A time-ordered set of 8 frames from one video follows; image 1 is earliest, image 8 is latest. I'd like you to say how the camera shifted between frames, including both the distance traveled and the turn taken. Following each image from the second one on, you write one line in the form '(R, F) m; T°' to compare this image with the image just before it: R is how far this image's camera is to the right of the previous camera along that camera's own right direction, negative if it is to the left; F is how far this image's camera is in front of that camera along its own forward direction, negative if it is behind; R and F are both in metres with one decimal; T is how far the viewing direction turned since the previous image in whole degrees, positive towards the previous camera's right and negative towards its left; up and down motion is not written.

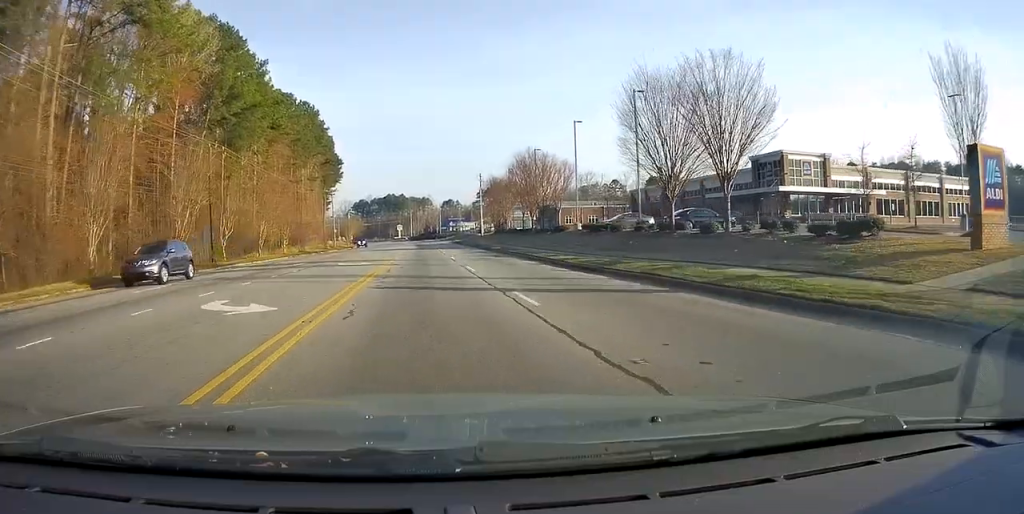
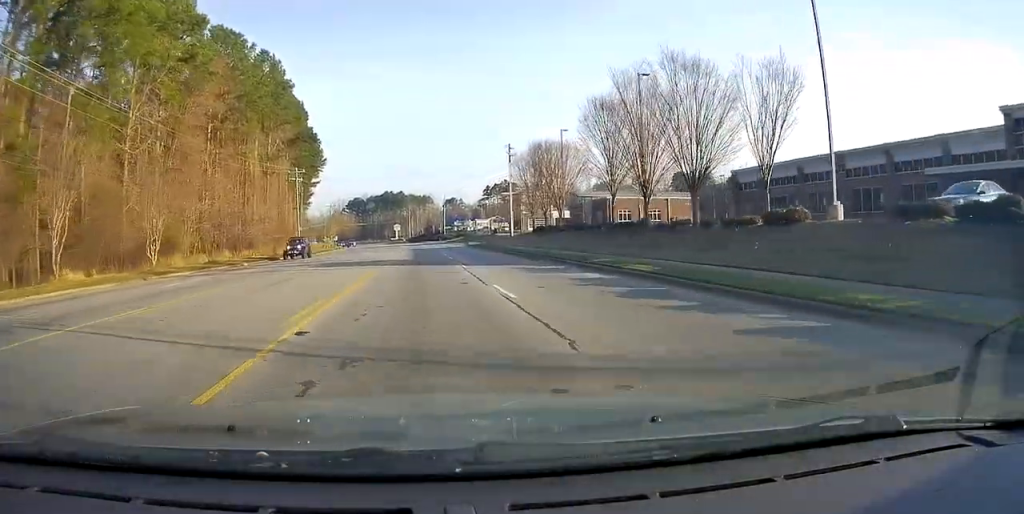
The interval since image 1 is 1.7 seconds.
(+1.1, +35.4) m; +2°
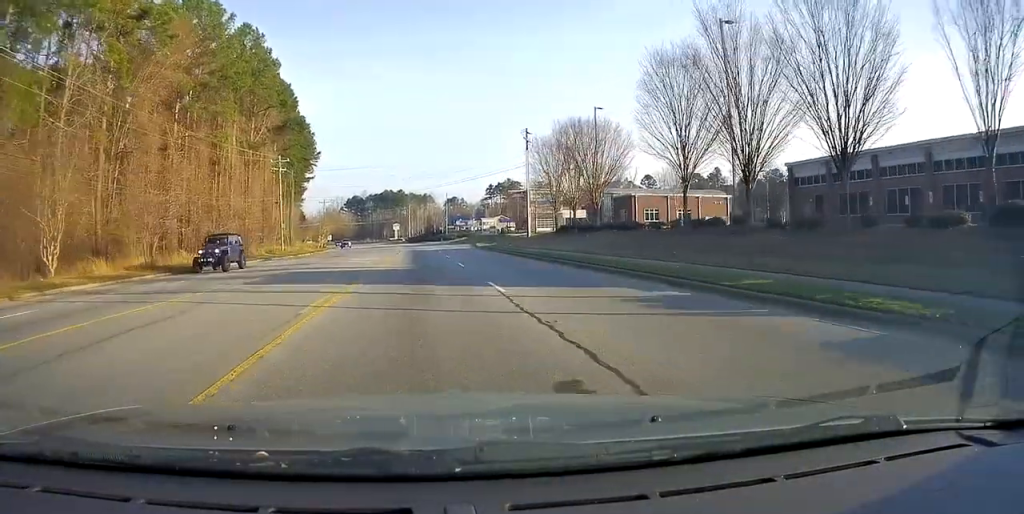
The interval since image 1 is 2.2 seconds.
(+0.1, +11.2) m; 0°
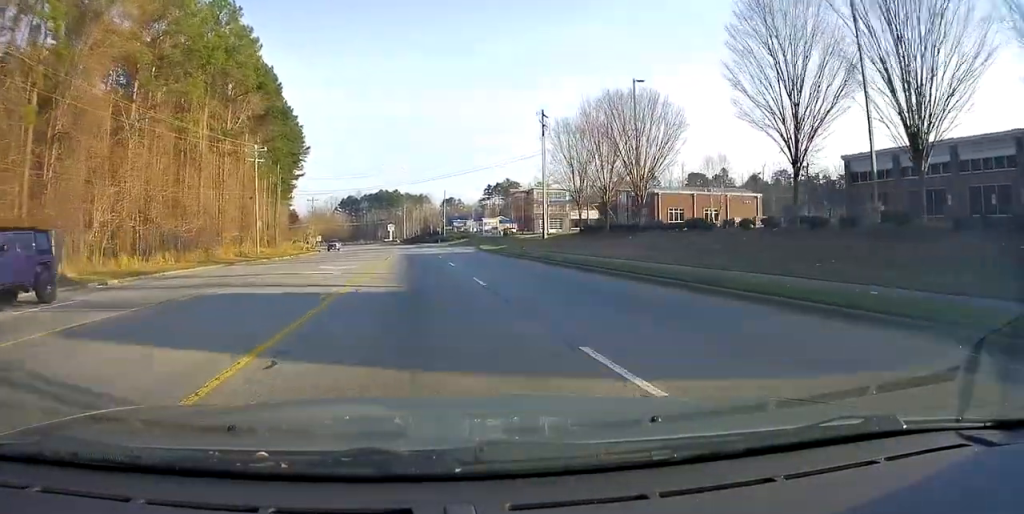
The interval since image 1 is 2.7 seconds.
(-0.4, +9.7) m; -1°
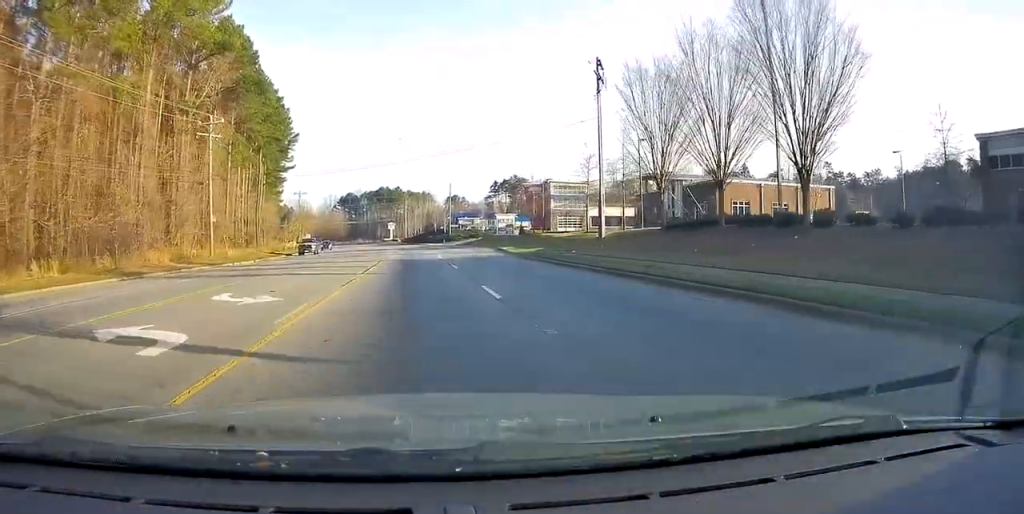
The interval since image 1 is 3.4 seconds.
(0.0, +15.7) m; 0°
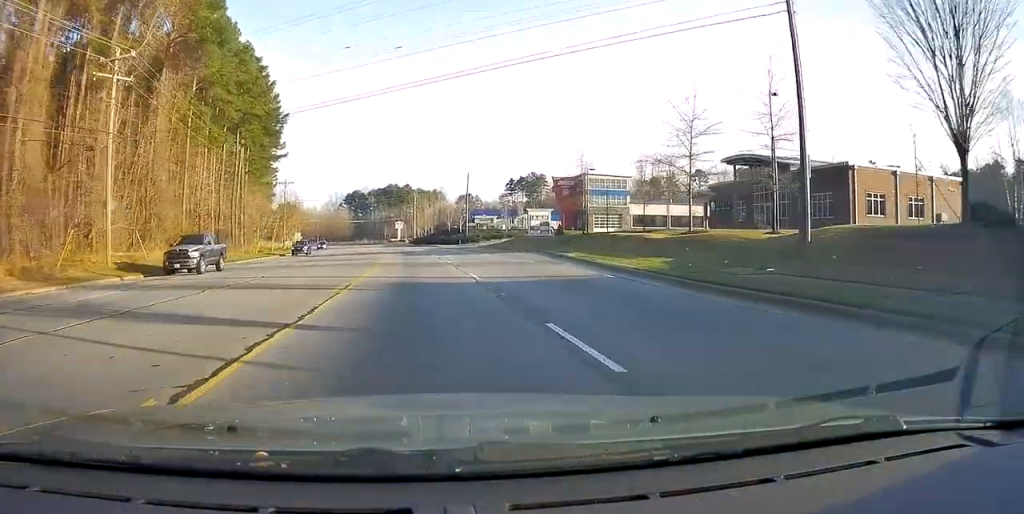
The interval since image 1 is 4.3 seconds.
(+0.1, +19.3) m; -1°
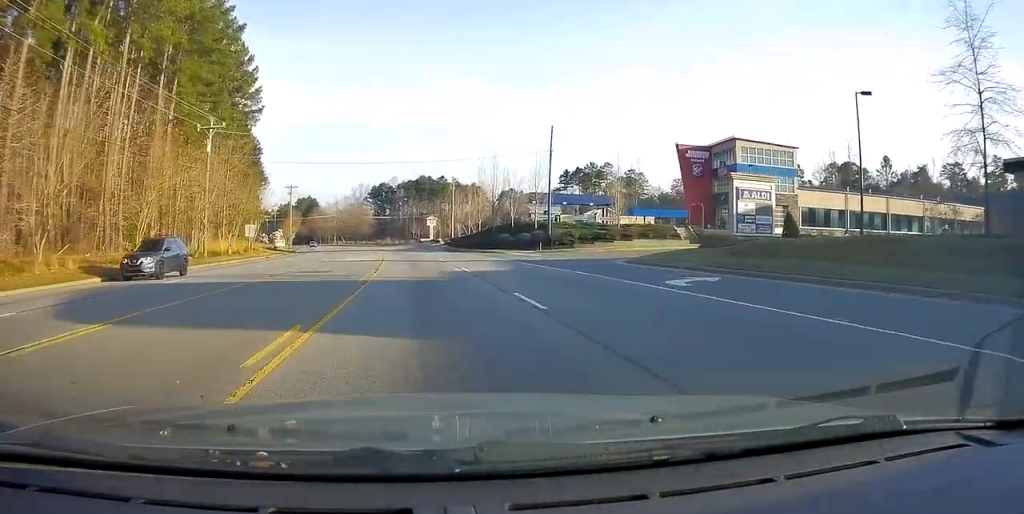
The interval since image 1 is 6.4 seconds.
(-1.1, +43.8) m; -2°
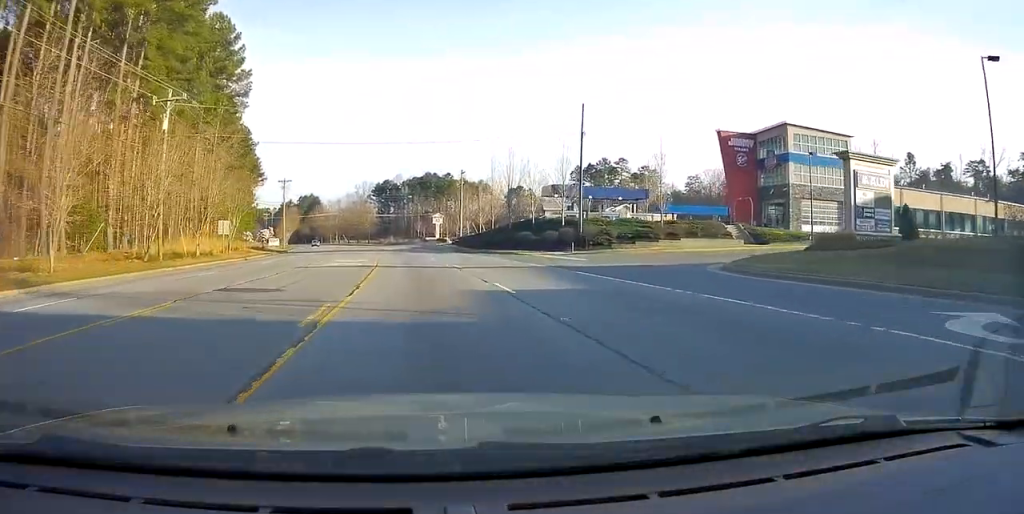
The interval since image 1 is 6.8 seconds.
(+0.3, +9.4) m; 0°
